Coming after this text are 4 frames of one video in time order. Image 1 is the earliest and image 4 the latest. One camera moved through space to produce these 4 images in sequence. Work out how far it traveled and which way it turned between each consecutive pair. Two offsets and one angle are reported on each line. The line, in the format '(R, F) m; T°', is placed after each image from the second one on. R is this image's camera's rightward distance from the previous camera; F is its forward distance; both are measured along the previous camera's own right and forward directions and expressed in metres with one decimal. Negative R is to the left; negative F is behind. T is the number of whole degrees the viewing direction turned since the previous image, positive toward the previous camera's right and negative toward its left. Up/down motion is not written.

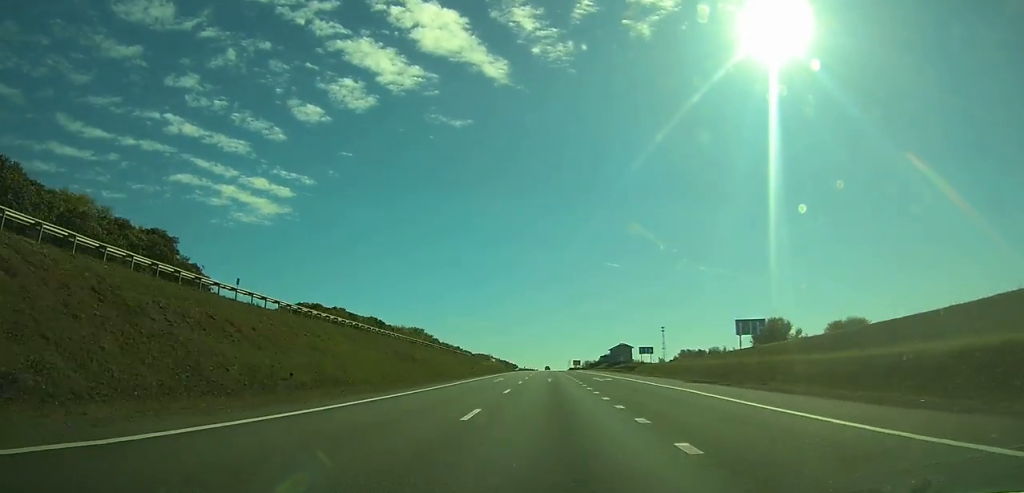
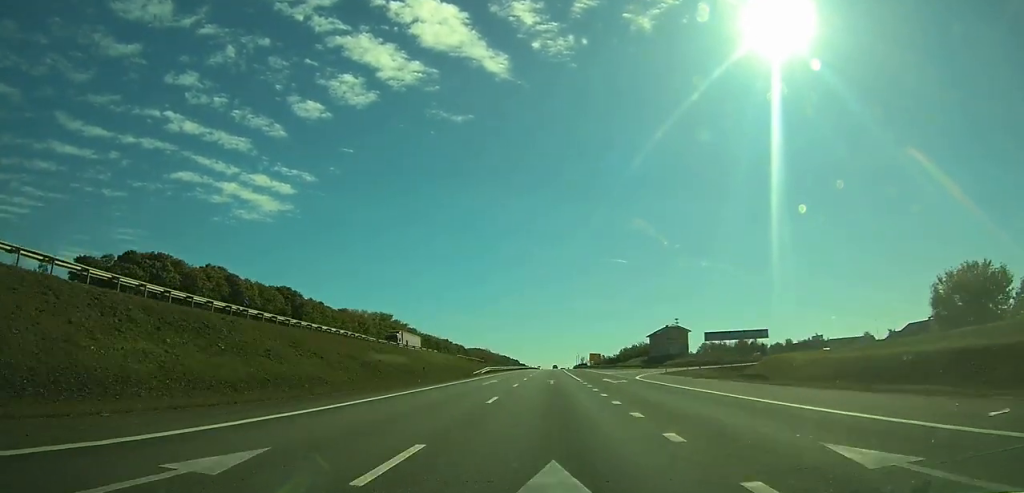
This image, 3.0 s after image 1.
(-0.2, +77.1) m; 0°
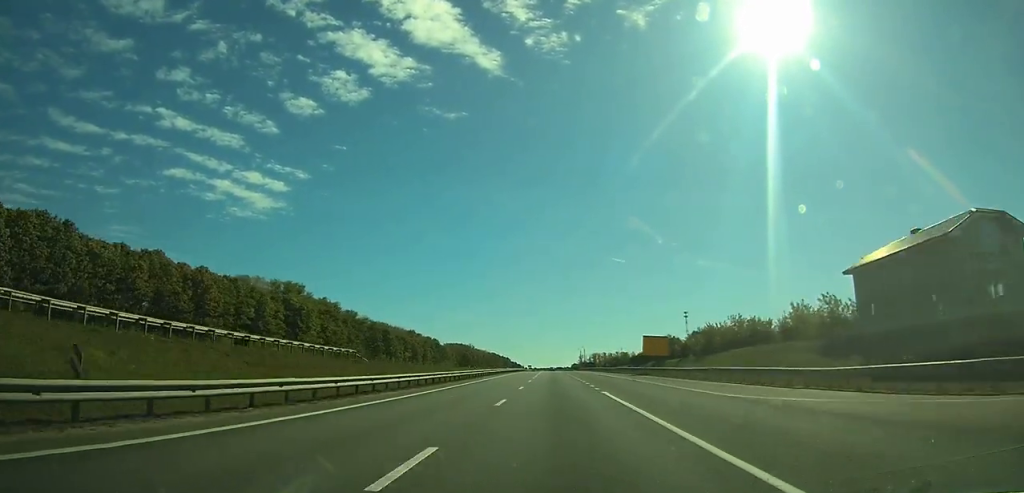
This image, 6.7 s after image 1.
(0.0, +93.9) m; 0°
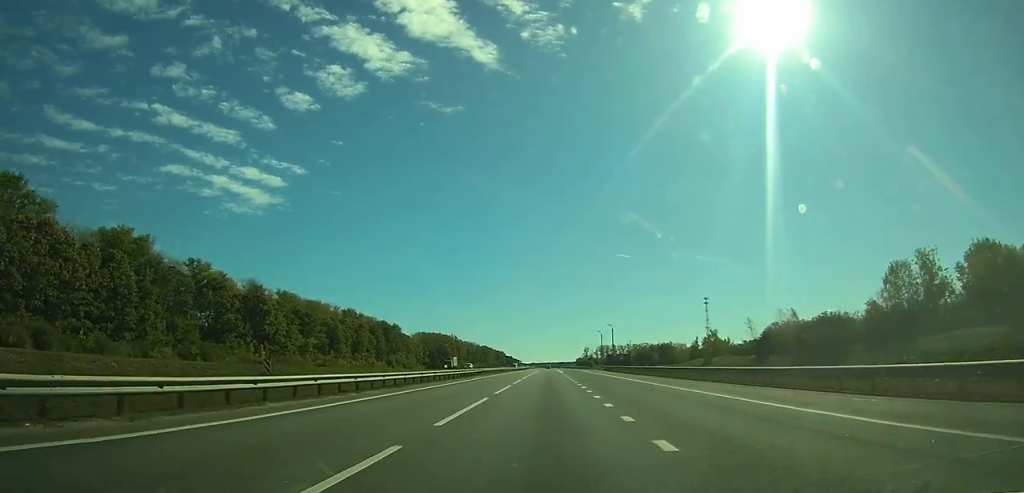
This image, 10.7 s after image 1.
(+0.8, +105.0) m; 0°
